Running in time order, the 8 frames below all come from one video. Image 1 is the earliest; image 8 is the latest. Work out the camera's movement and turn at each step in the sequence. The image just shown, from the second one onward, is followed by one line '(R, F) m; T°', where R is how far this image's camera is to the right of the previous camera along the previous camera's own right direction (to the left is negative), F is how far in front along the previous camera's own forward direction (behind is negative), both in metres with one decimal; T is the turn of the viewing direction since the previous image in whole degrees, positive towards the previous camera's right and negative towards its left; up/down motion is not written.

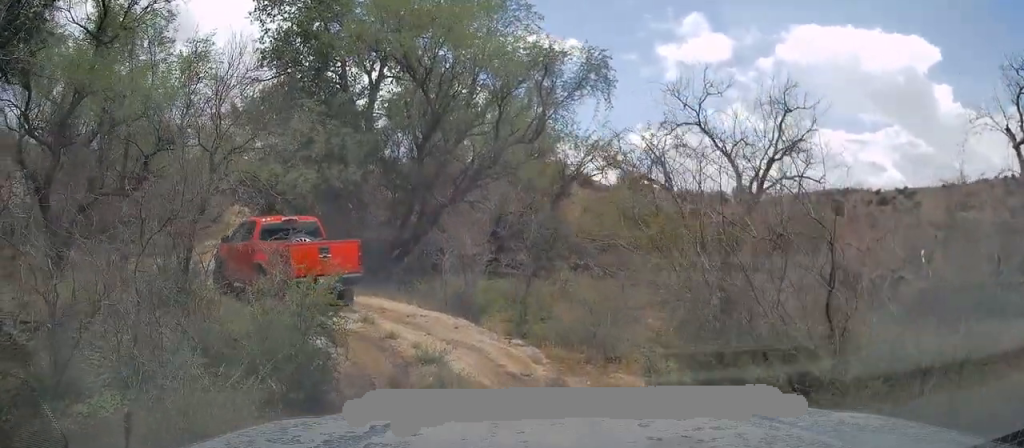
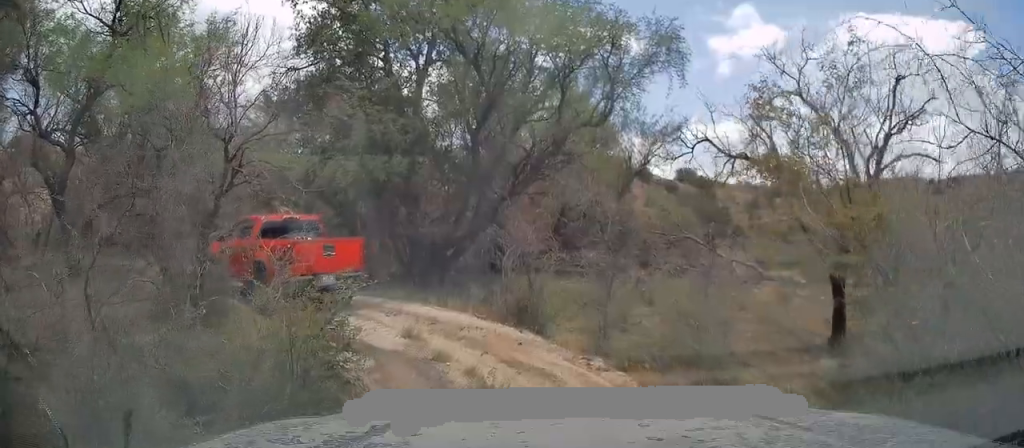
(0.0, +2.4) m; -3°
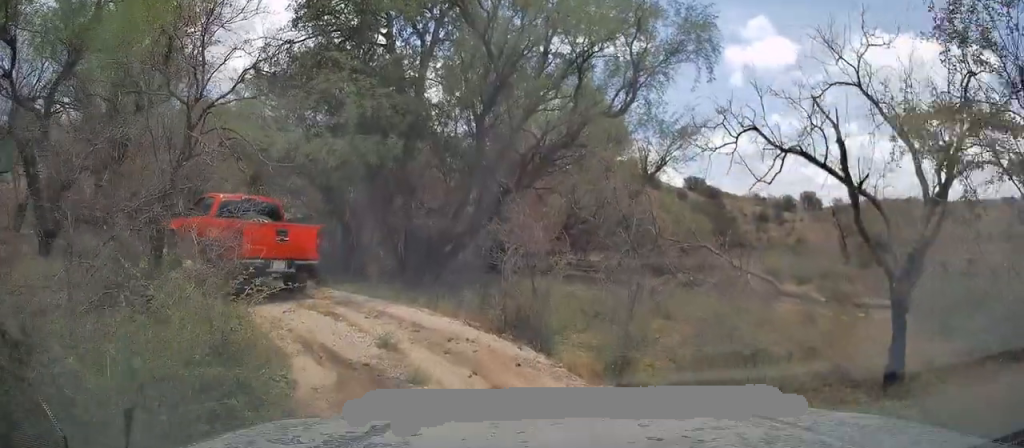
(-0.1, +1.9) m; -2°
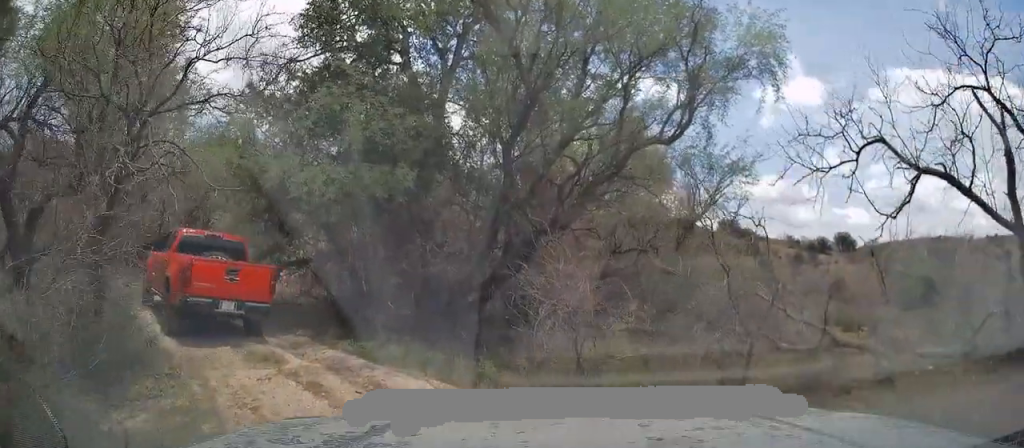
(-0.1, +3.0) m; -3°
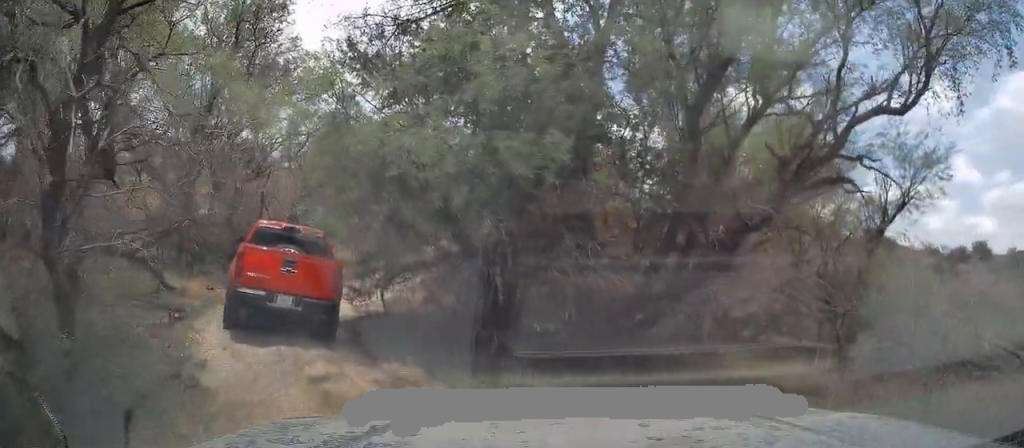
(-0.1, +4.0) m; -6°
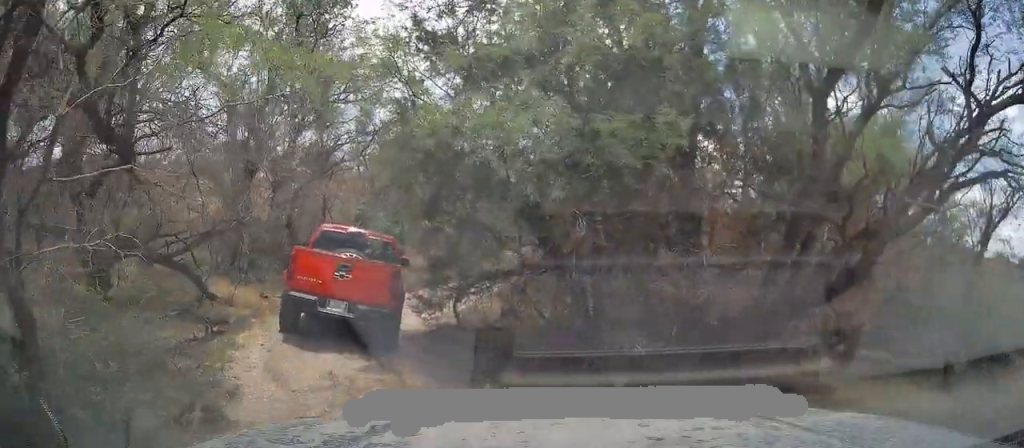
(-0.1, +1.6) m; -4°
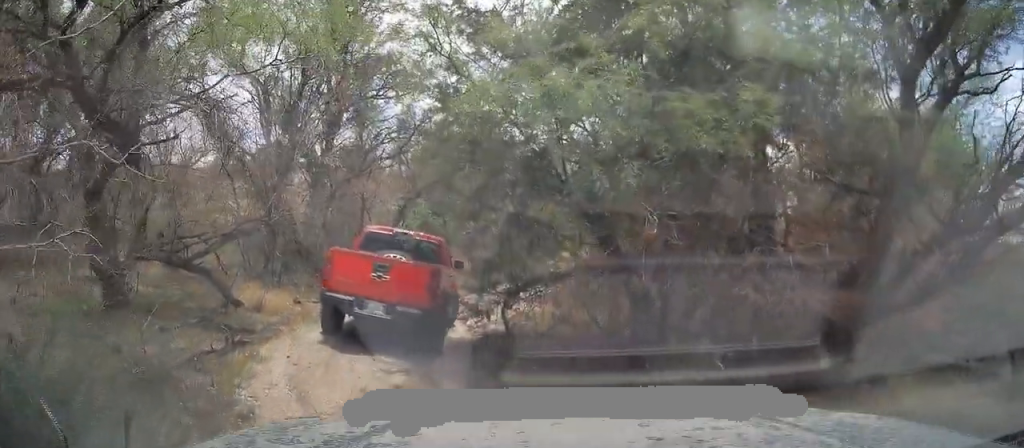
(0.0, +1.1) m; -3°
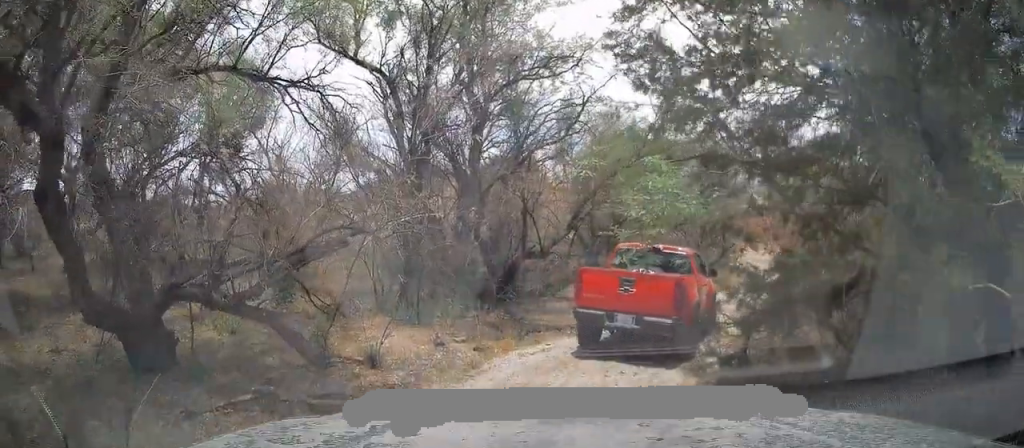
(-0.4, +5.2) m; -8°
